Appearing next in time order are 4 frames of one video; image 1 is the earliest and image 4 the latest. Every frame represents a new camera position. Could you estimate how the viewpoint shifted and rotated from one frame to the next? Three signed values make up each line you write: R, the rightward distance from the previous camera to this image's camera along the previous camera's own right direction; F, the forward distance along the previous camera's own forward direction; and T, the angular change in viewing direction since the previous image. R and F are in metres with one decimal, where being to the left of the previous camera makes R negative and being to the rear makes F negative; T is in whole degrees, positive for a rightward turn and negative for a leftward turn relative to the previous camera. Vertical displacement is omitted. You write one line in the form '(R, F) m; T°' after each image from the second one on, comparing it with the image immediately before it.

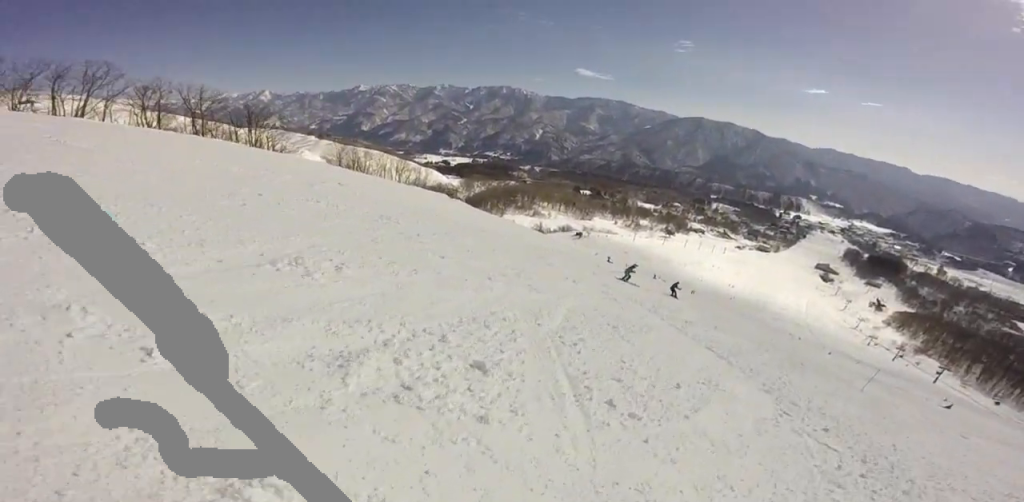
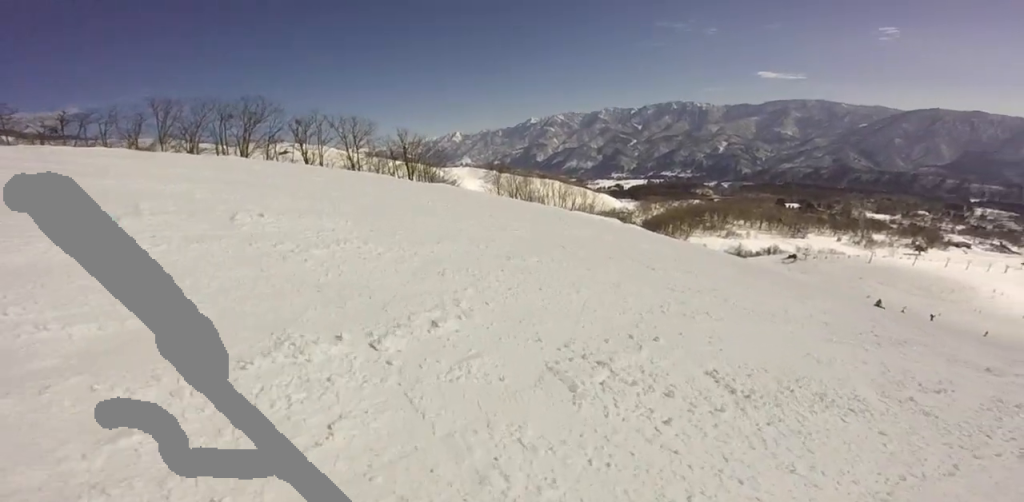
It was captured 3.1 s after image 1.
(-3.6, +9.2) m; -18°
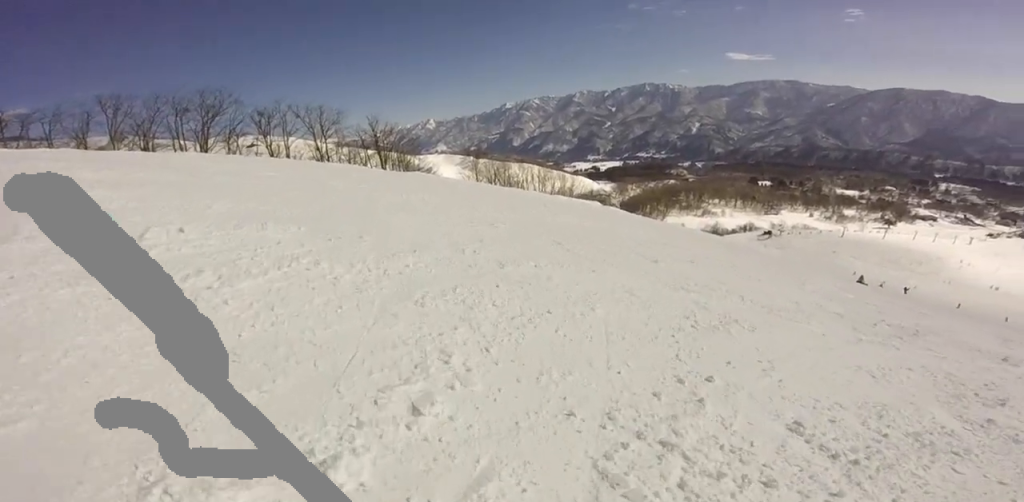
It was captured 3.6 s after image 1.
(+0.2, +1.2) m; +9°
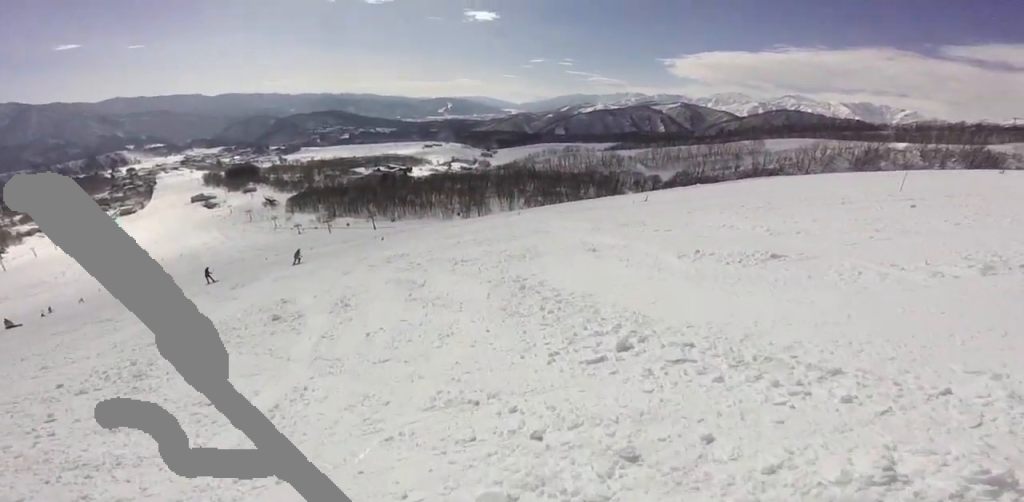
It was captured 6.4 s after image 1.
(+4.2, +5.9) m; +60°
